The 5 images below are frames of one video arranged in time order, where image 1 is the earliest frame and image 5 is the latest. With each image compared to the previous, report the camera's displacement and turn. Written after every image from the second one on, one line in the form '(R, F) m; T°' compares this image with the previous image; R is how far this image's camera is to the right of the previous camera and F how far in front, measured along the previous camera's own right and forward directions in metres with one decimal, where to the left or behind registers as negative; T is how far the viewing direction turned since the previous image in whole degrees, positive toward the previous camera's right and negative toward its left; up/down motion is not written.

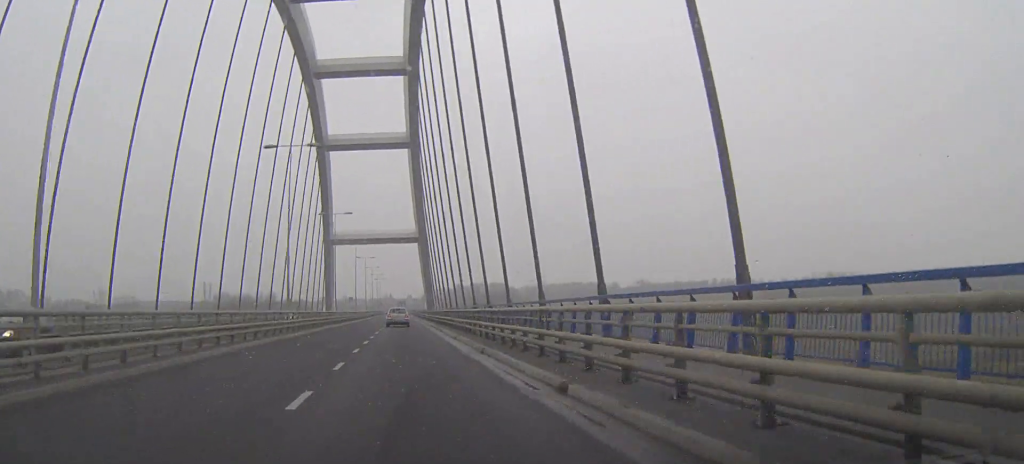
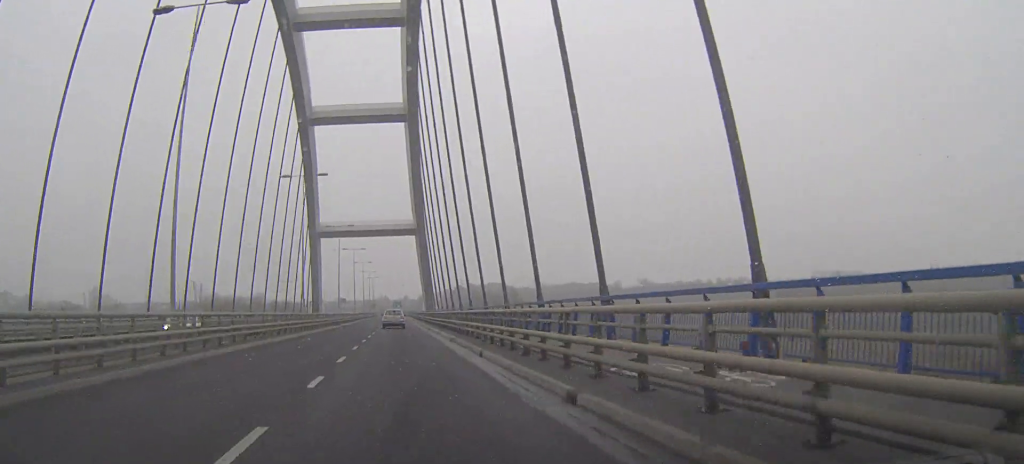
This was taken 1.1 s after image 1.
(0.0, +21.1) m; 0°
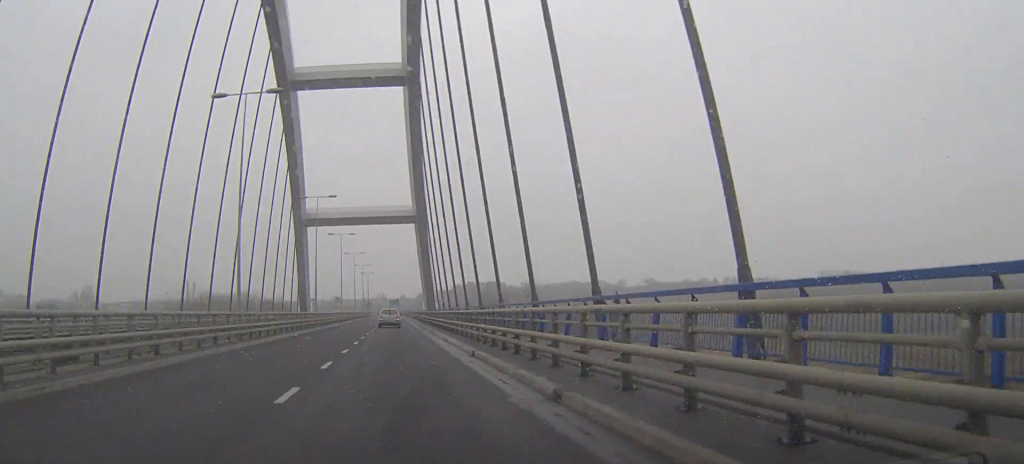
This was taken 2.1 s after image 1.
(+0.1, +19.7) m; 0°
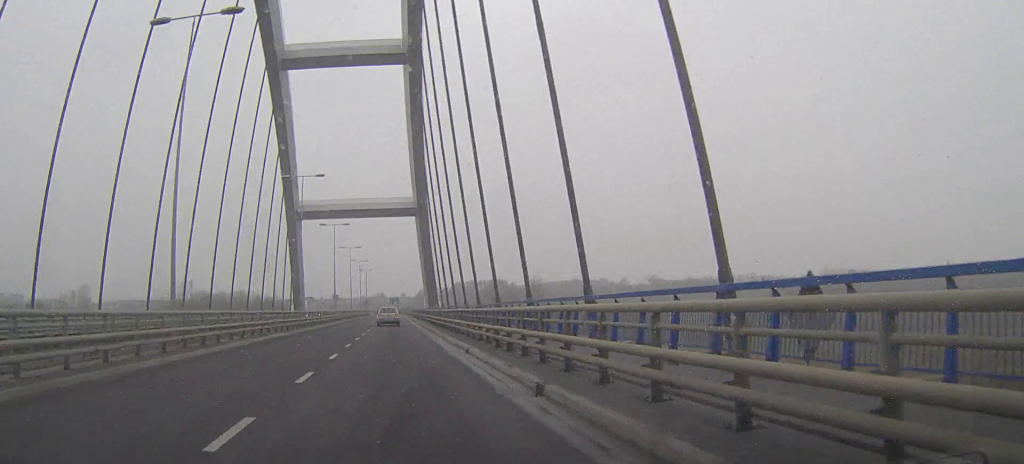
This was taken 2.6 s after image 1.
(0.0, +9.5) m; 0°
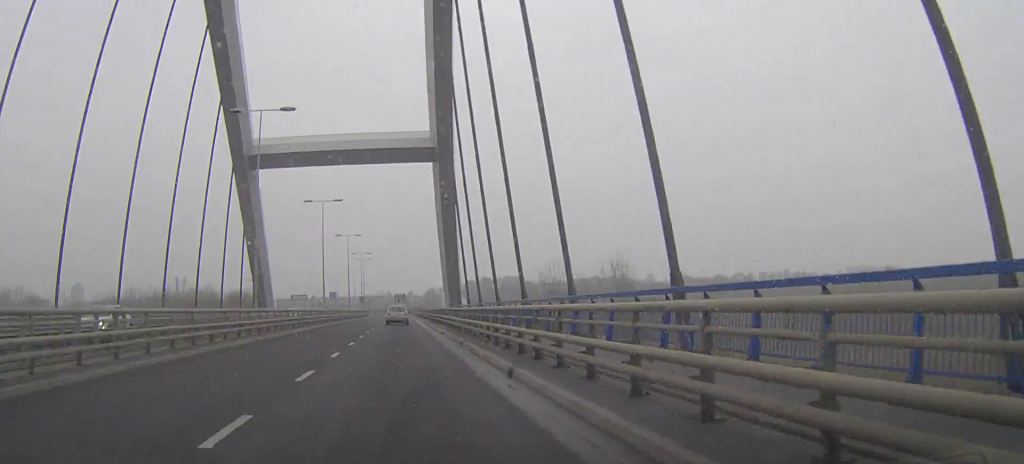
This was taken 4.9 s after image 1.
(-0.2, +47.0) m; -1°
